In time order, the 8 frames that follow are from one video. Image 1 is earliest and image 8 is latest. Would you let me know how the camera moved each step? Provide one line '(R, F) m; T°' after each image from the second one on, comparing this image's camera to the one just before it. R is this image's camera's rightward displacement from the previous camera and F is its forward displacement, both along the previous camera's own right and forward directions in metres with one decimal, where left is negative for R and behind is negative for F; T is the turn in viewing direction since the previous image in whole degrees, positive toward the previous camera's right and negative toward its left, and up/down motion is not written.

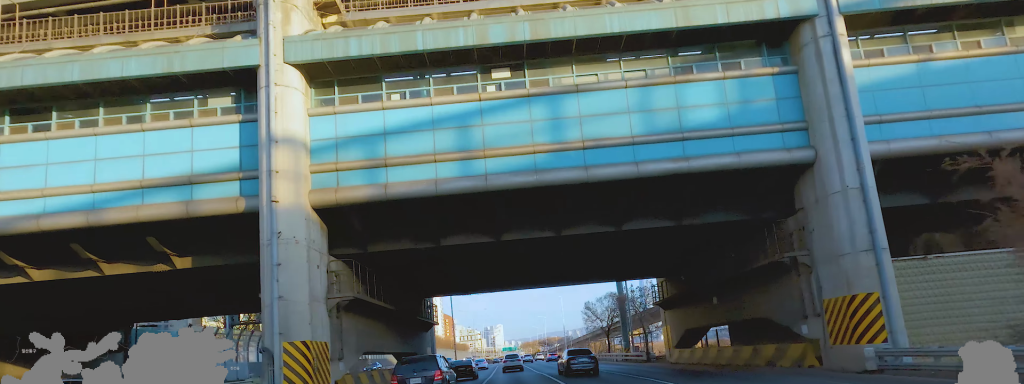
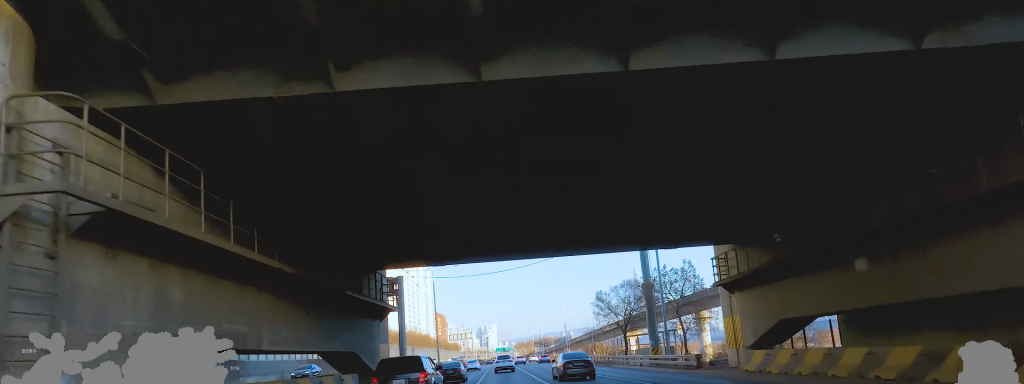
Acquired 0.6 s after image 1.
(+0.8, +13.5) m; -1°
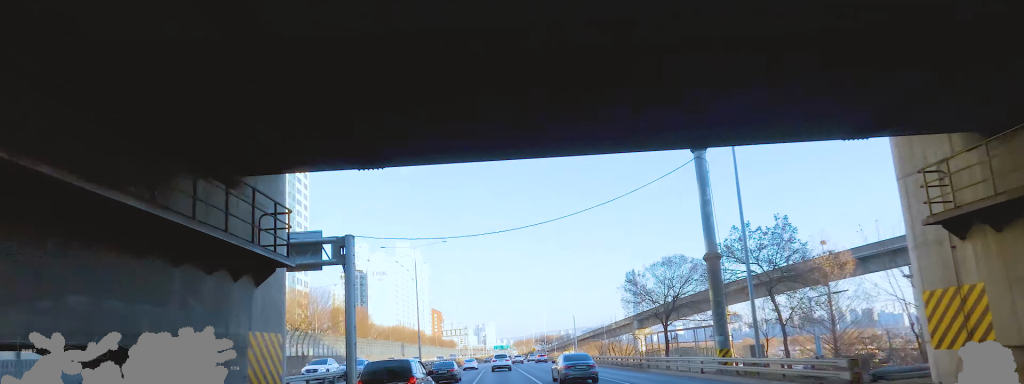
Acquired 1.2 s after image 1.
(-0.9, +14.6) m; -3°
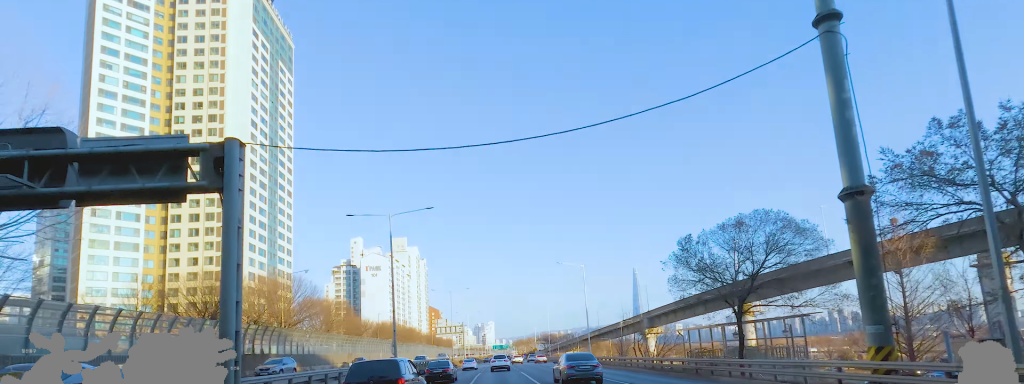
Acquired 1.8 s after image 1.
(-0.3, +13.3) m; -1°
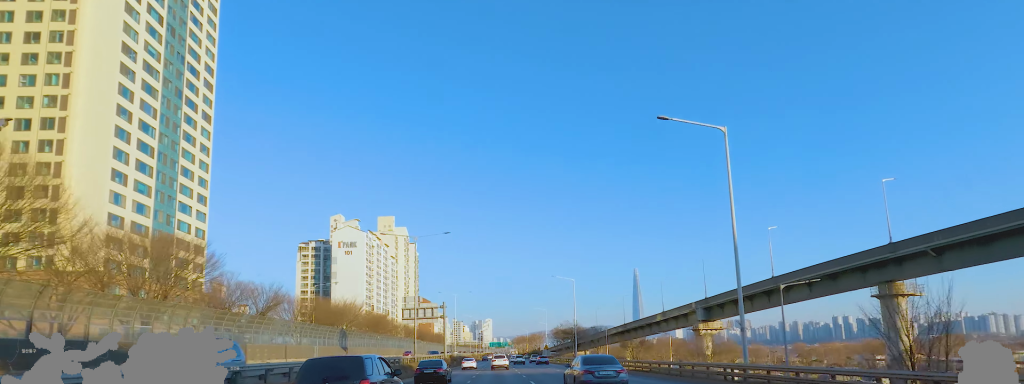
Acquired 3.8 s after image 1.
(+1.8, +48.5) m; +3°
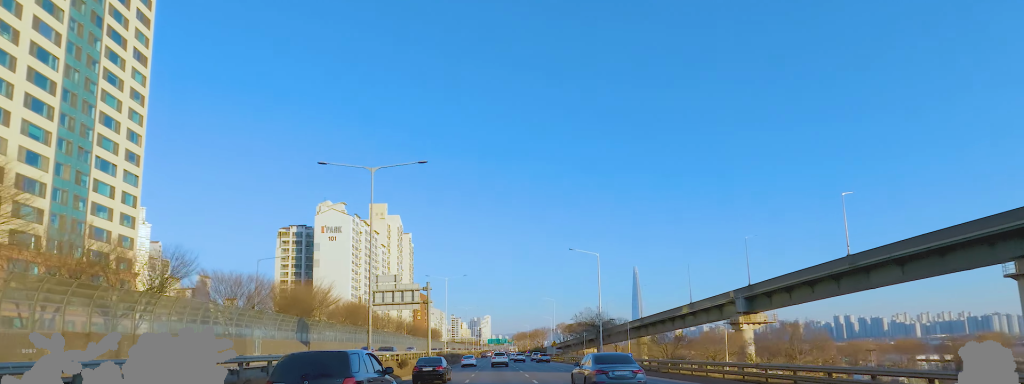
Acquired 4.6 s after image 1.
(-0.4, +20.5) m; -1°
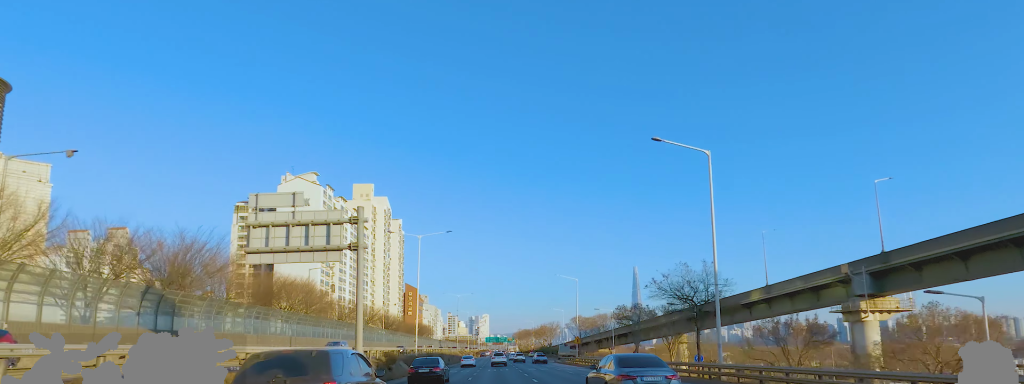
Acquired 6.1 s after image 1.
(-0.3, +31.9) m; 0°
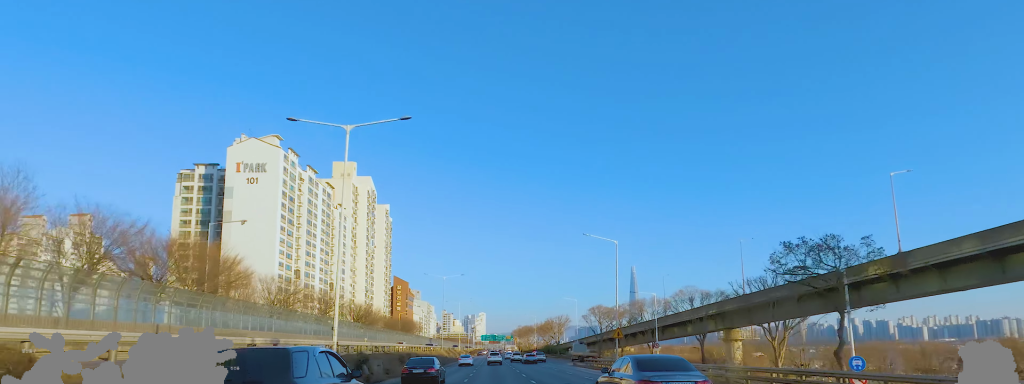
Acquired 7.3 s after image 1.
(0.0, +25.6) m; 0°
